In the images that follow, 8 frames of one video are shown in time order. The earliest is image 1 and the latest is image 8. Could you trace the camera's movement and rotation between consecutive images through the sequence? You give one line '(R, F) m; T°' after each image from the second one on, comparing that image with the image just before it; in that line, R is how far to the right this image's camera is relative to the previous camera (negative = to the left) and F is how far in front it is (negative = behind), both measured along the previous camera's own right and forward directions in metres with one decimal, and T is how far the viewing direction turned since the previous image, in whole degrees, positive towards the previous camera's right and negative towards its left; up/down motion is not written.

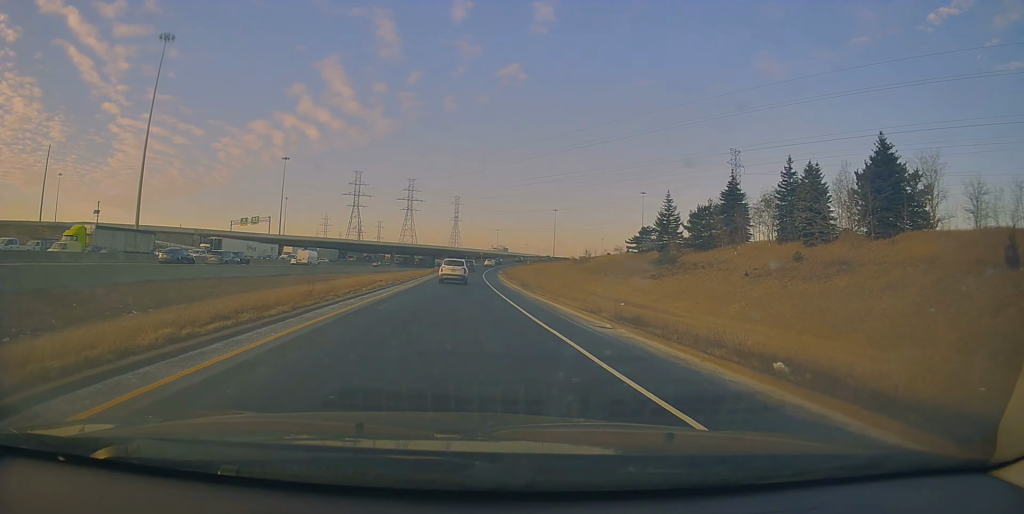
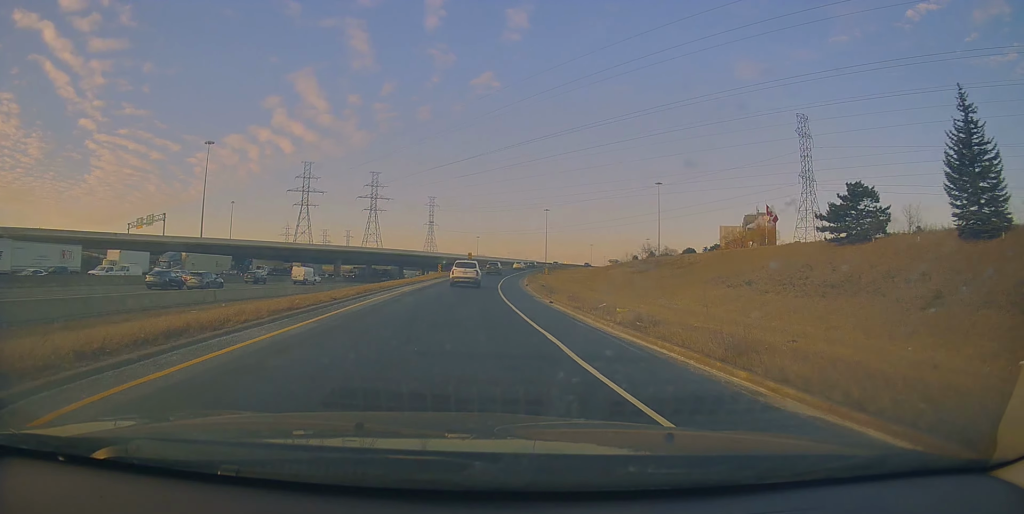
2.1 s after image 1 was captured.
(+0.8, +59.2) m; +3°
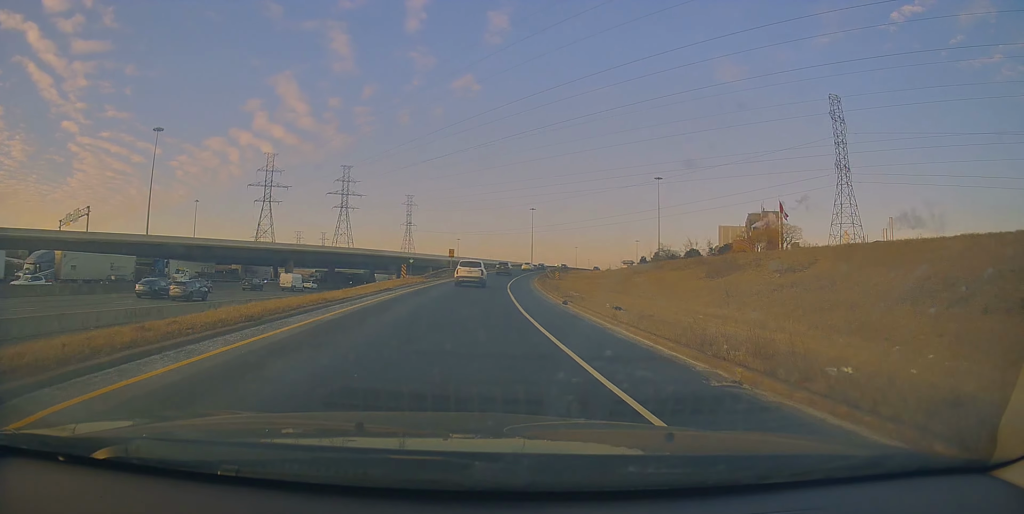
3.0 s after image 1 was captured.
(+0.4, +24.8) m; +2°
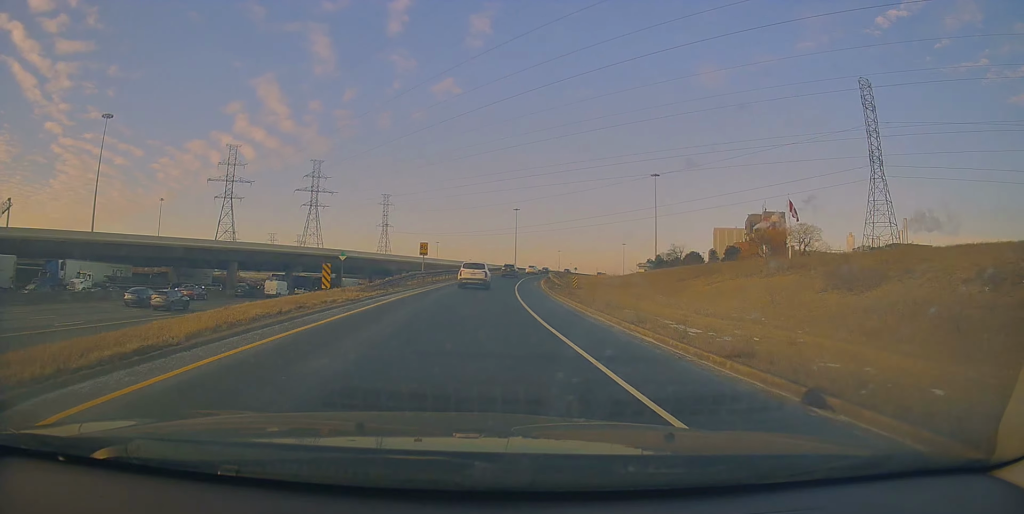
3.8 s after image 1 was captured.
(+0.2, +19.9) m; +1°
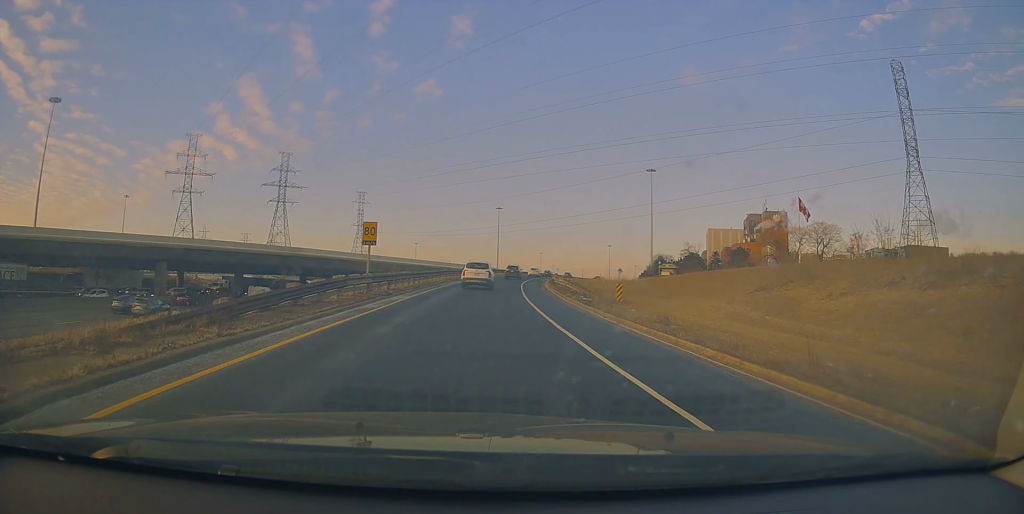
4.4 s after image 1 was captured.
(+0.1, +17.8) m; +2°
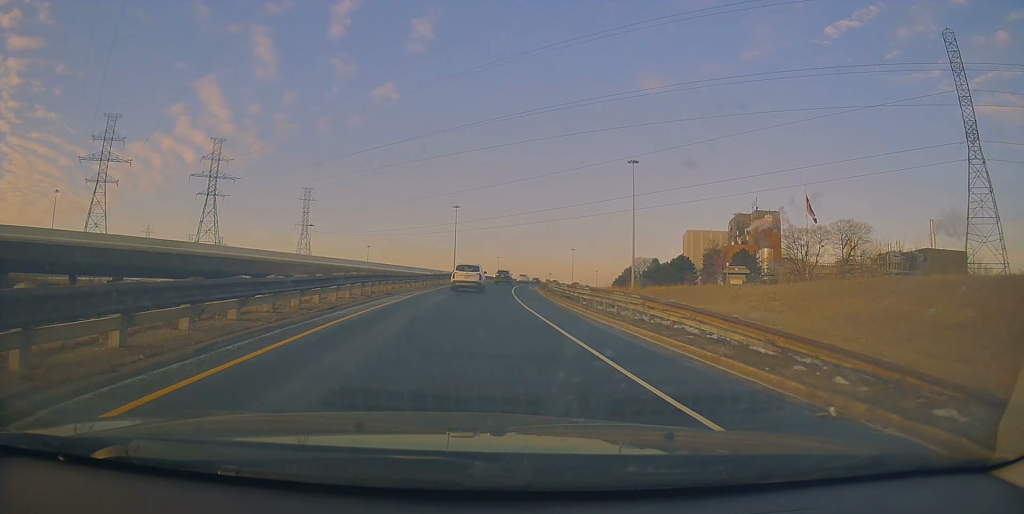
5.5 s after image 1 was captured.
(+0.7, +26.6) m; +5°
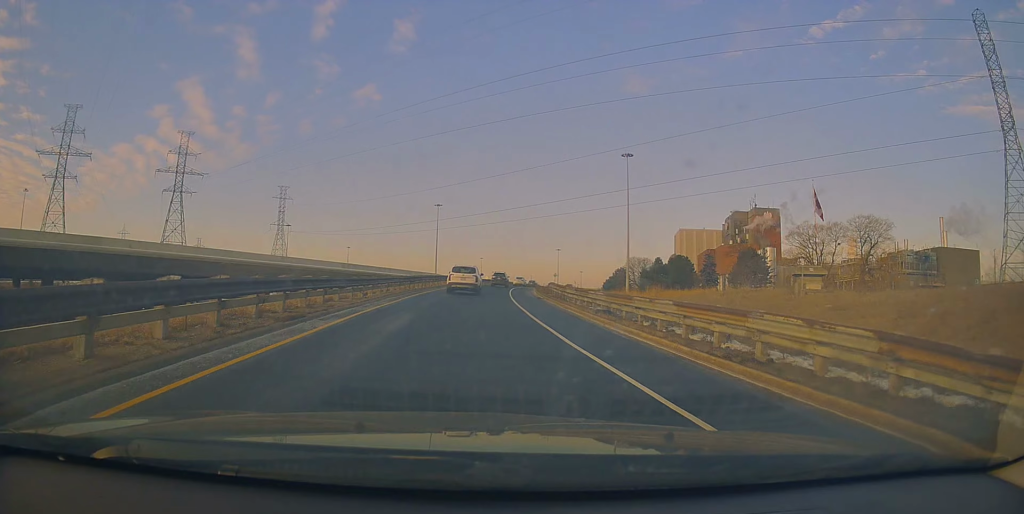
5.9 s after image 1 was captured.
(+0.6, +11.8) m; +3°
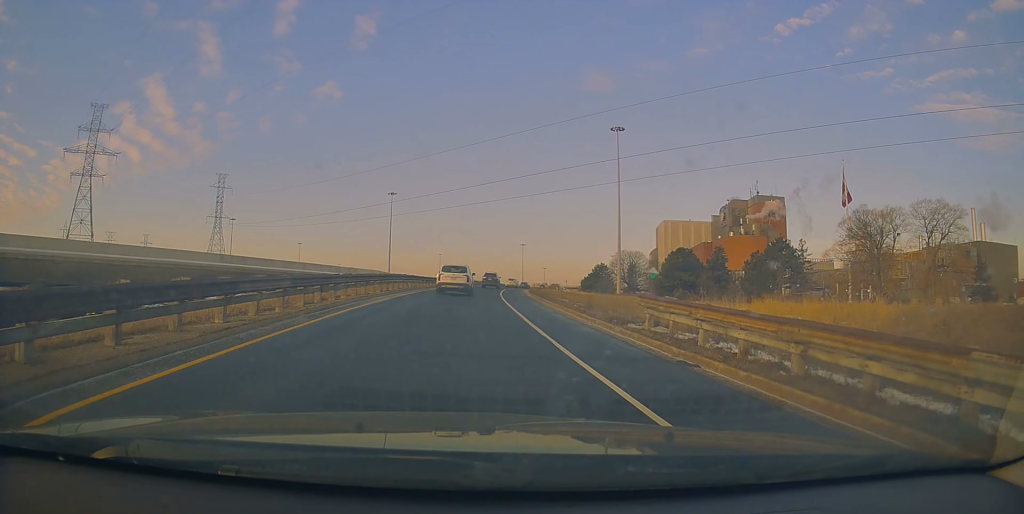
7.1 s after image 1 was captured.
(+1.7, +28.7) m; +5°
